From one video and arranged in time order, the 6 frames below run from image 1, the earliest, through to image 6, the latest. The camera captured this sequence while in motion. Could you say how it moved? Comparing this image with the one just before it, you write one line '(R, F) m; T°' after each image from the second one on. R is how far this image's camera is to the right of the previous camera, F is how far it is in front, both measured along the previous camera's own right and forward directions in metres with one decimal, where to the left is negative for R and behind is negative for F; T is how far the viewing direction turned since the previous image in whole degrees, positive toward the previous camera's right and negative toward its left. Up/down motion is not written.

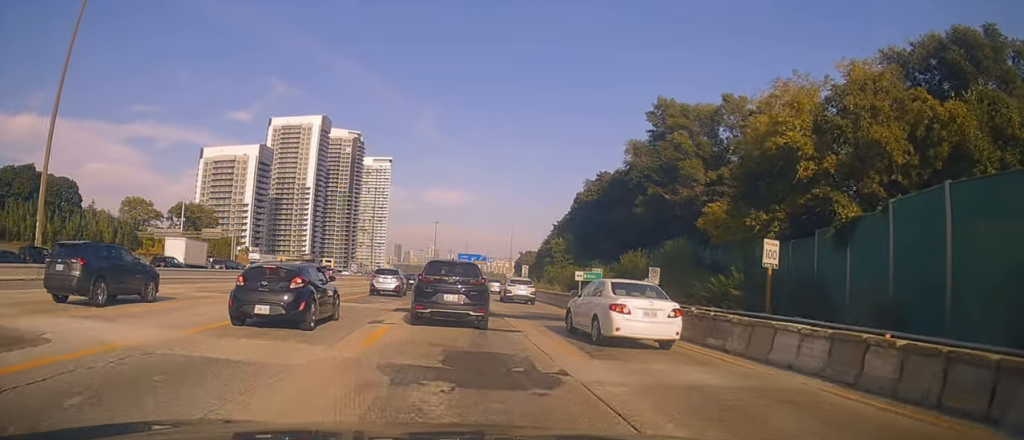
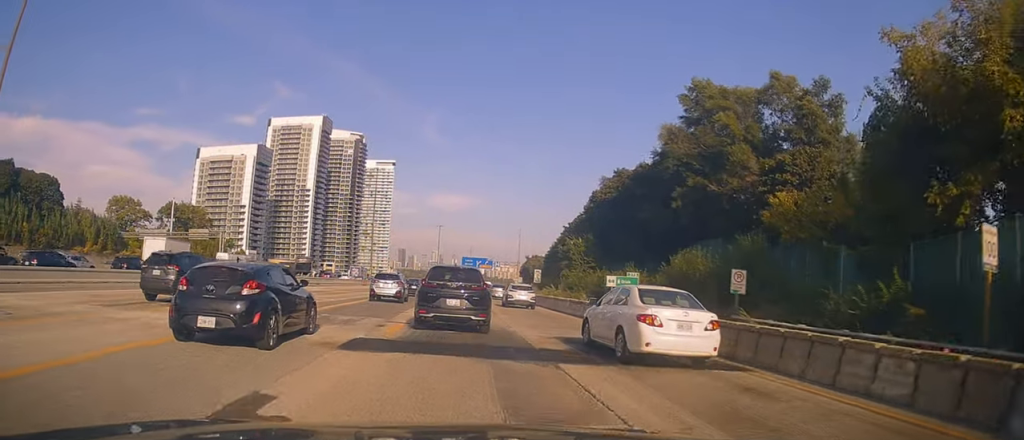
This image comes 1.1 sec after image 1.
(-0.1, +9.4) m; +3°
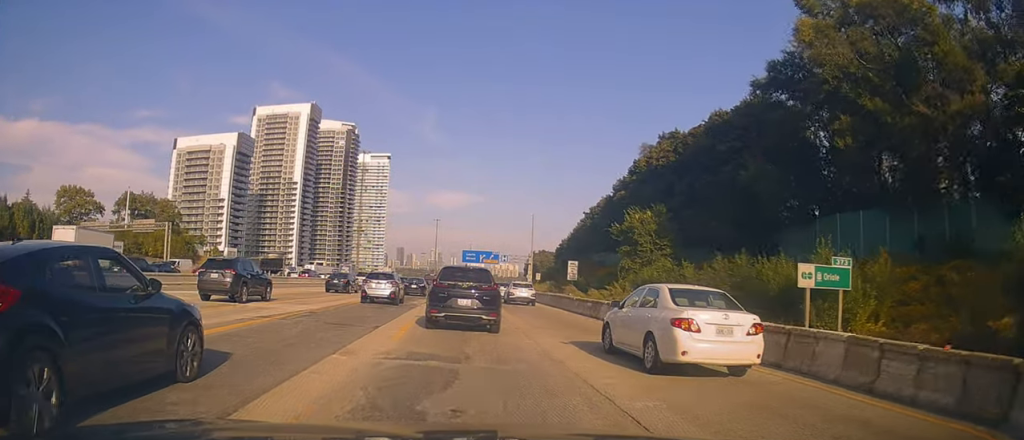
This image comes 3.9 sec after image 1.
(-0.6, +23.5) m; -3°
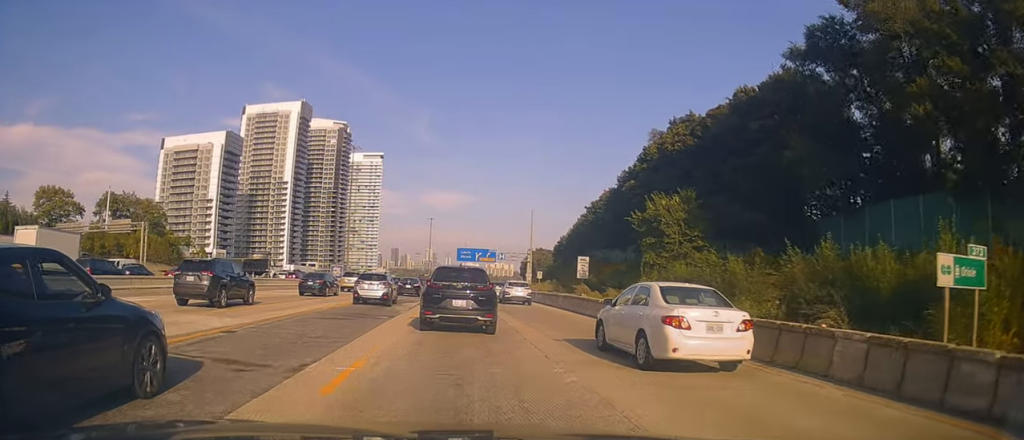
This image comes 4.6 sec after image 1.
(+0.1, +6.6) m; 0°
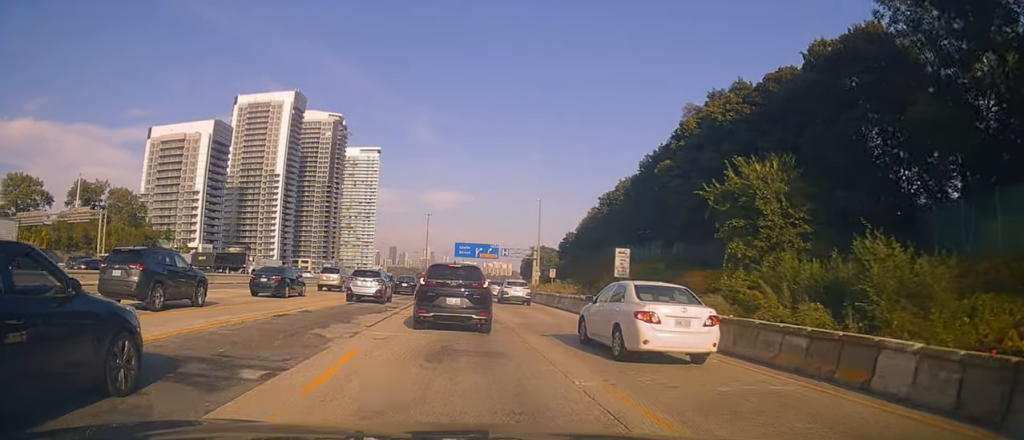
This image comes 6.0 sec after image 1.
(+0.1, +12.6) m; +2°
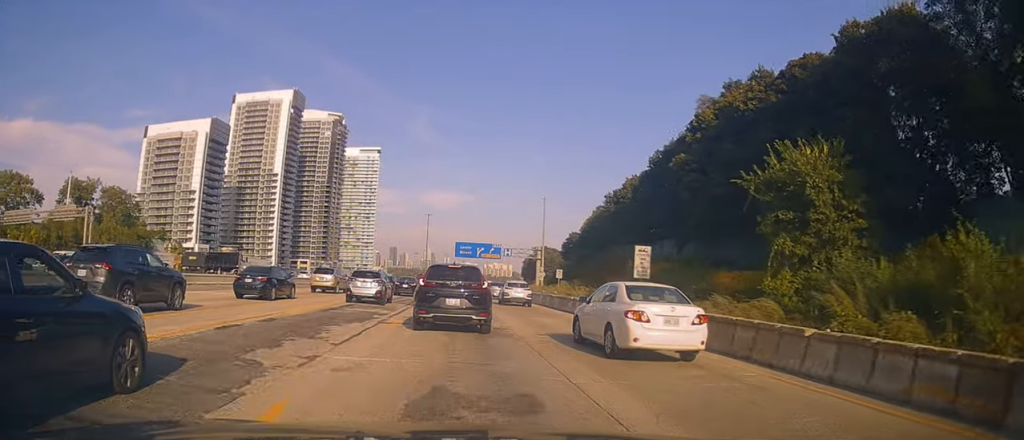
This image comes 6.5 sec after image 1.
(+0.1, +4.1) m; 0°
